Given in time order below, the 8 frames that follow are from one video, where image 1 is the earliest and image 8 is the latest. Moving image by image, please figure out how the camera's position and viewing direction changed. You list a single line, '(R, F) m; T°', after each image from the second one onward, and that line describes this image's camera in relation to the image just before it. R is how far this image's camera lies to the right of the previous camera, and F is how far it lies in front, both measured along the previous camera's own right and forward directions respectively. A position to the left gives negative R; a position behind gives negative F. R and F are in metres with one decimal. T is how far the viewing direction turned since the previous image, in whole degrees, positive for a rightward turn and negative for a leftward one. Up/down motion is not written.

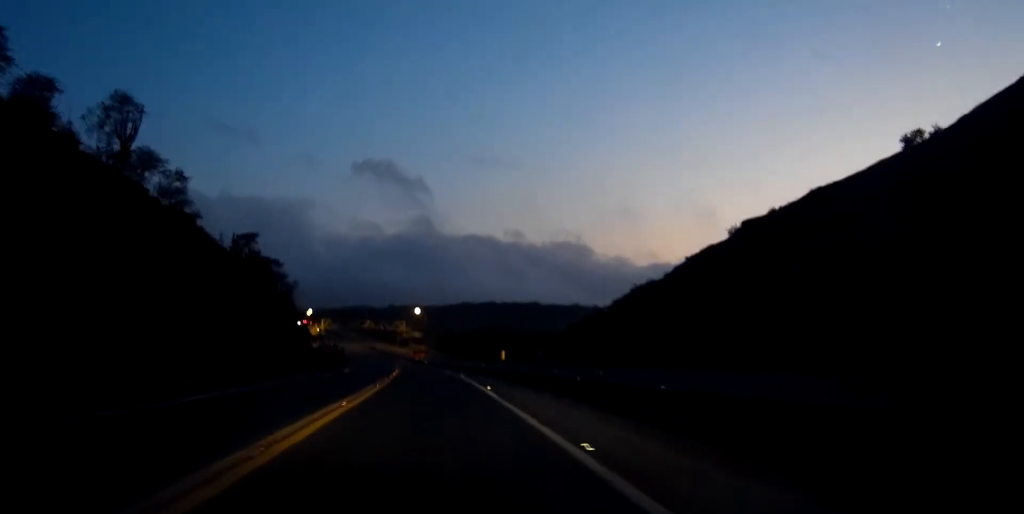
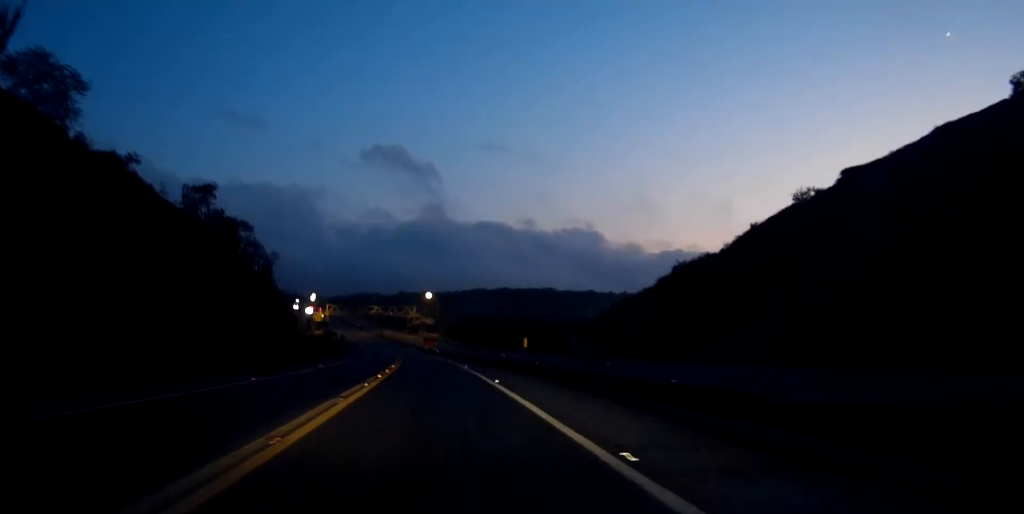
(-0.1, +17.2) m; -1°
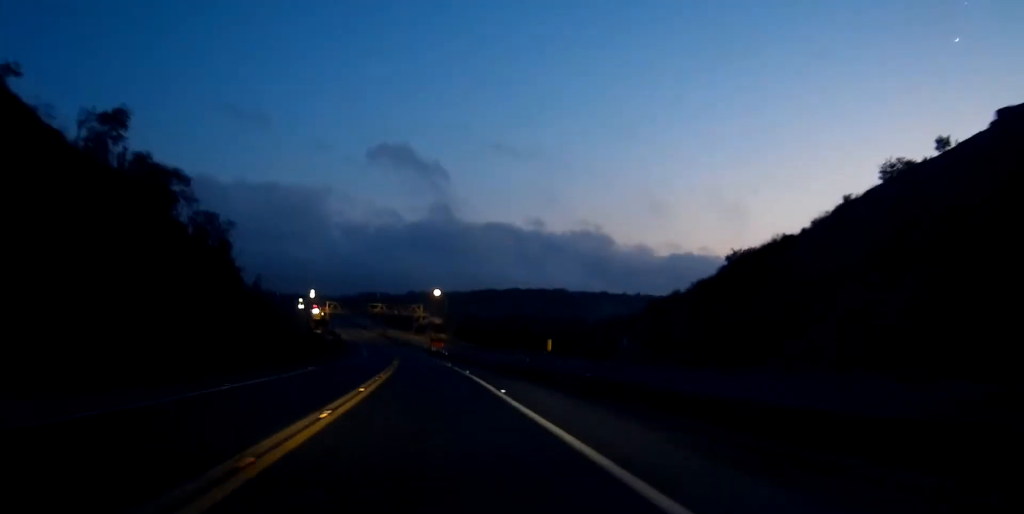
(-0.1, +18.3) m; -1°
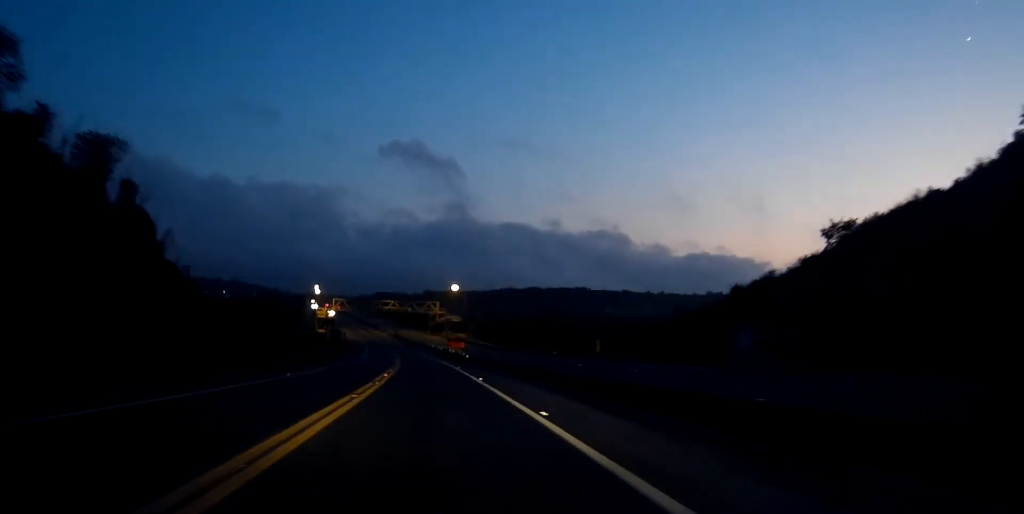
(-0.2, +22.1) m; -1°
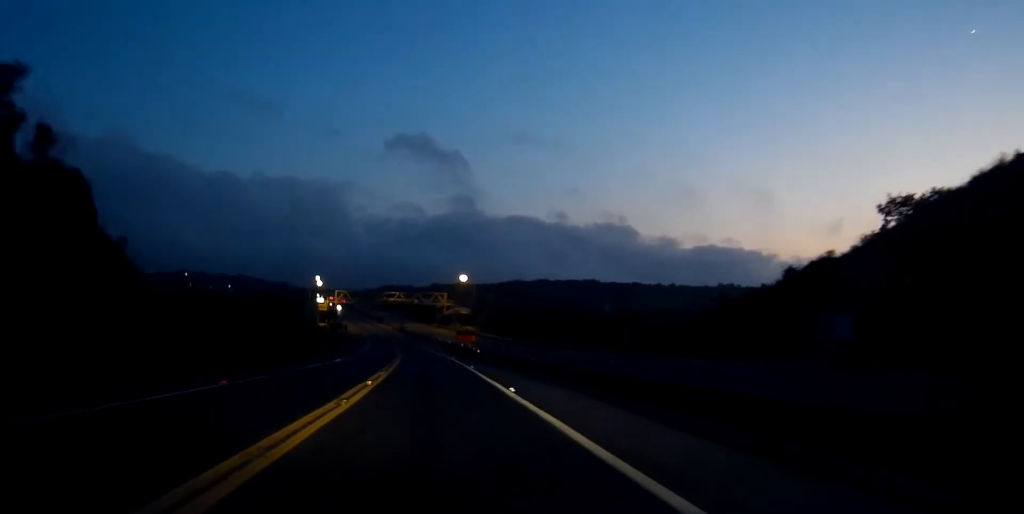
(0.0, +9.9) m; 0°
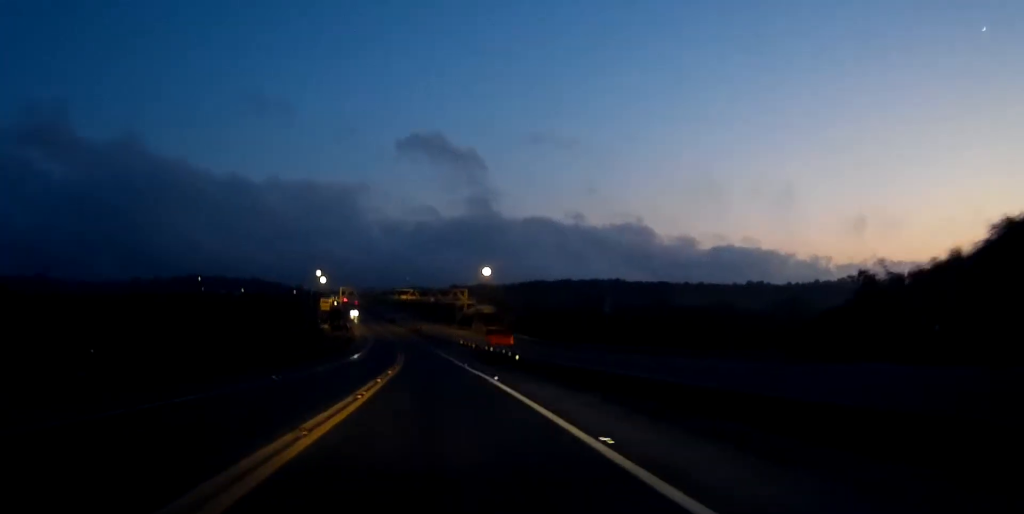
(-0.1, +25.2) m; -1°
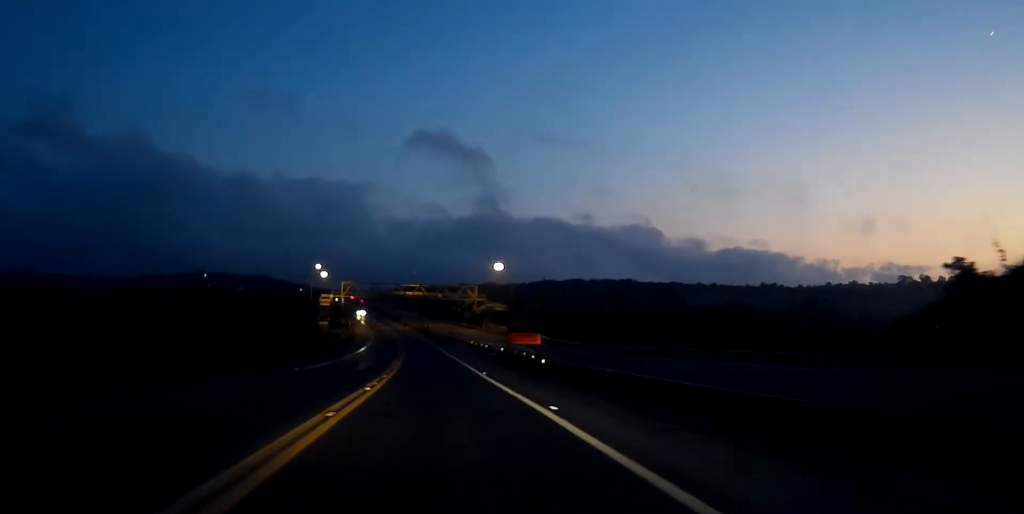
(-0.2, +11.3) m; -1°
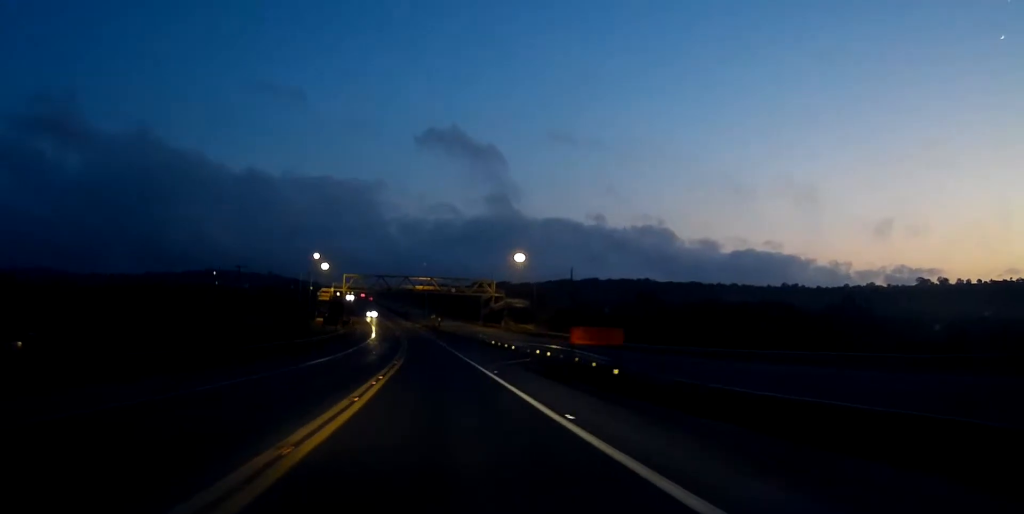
(-0.2, +17.5) m; -1°
